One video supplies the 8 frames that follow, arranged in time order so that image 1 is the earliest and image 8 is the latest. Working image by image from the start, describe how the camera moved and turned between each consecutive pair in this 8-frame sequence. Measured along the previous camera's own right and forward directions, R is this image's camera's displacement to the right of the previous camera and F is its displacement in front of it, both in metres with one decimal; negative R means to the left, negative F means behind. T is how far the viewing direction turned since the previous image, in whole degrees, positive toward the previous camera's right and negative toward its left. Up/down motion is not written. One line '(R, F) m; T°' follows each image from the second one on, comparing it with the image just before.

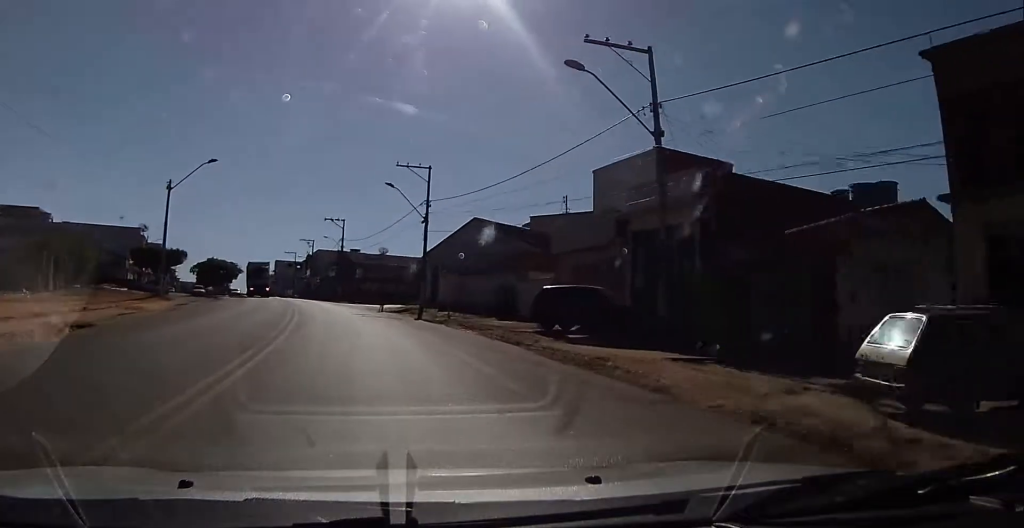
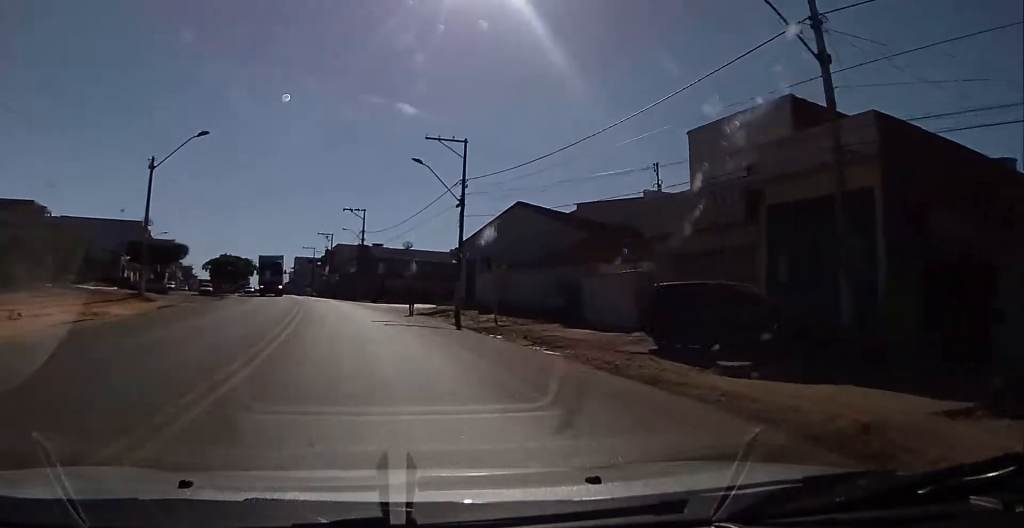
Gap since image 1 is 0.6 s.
(-0.1, +7.0) m; -5°
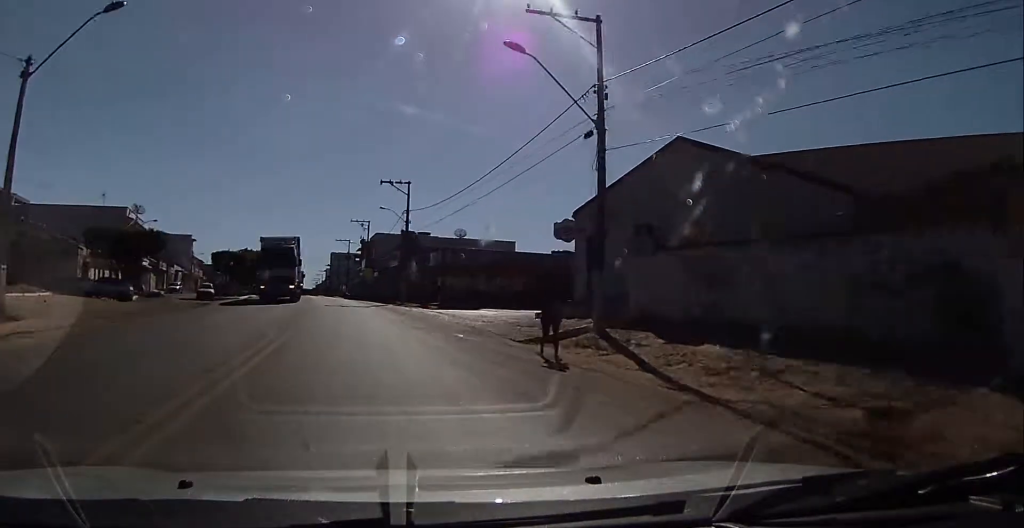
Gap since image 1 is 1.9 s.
(-2.0, +16.5) m; -9°
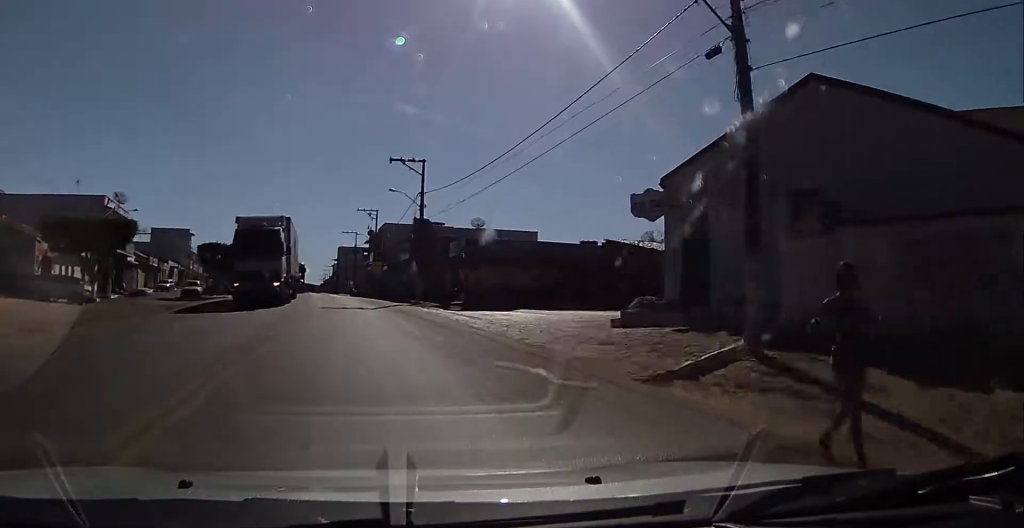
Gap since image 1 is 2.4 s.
(0.0, +7.3) m; -2°
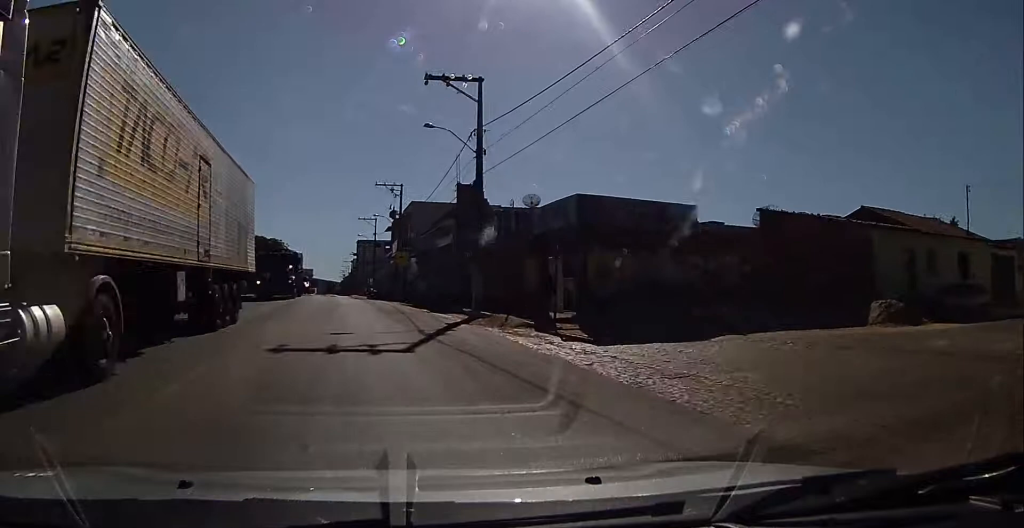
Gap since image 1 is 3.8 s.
(-0.5, +17.7) m; -2°
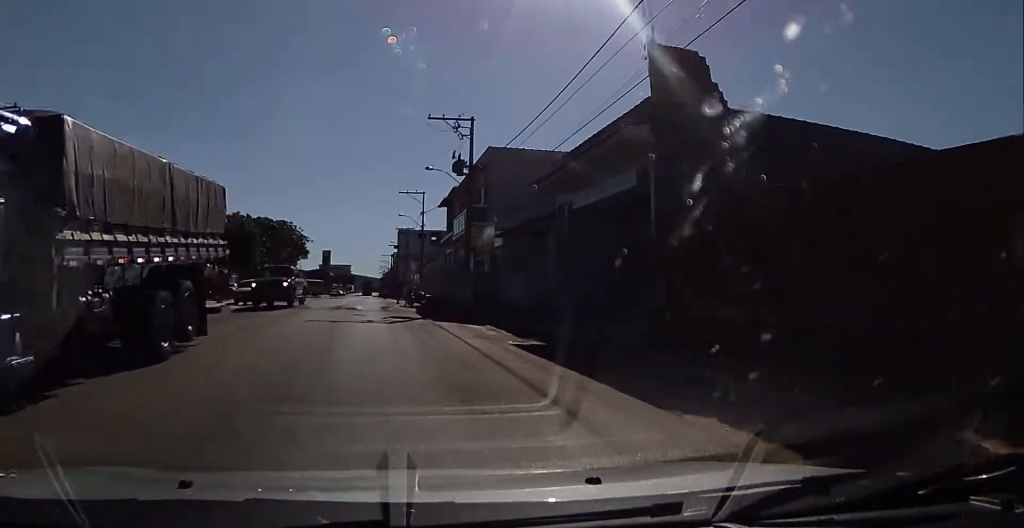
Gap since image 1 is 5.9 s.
(-0.8, +24.6) m; -3°
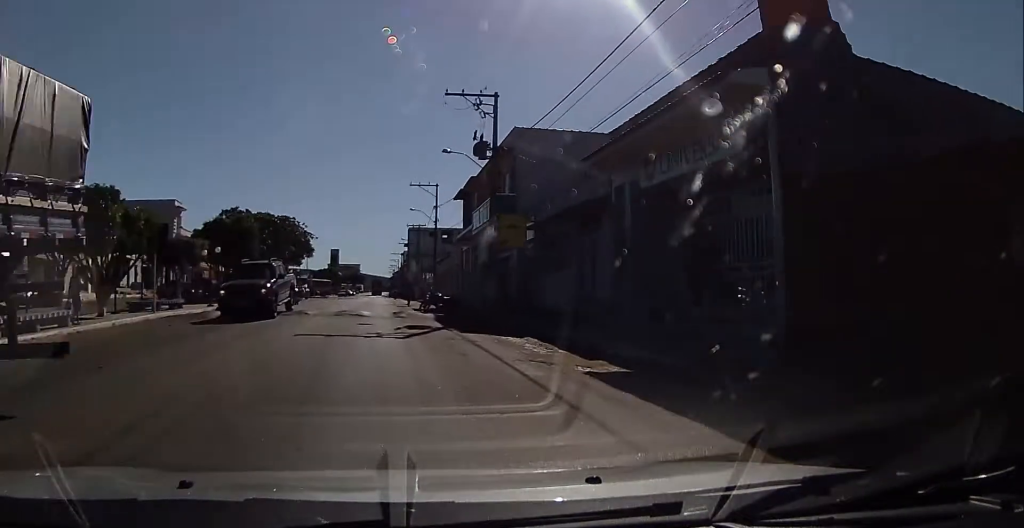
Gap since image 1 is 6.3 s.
(0.0, +5.1) m; 0°
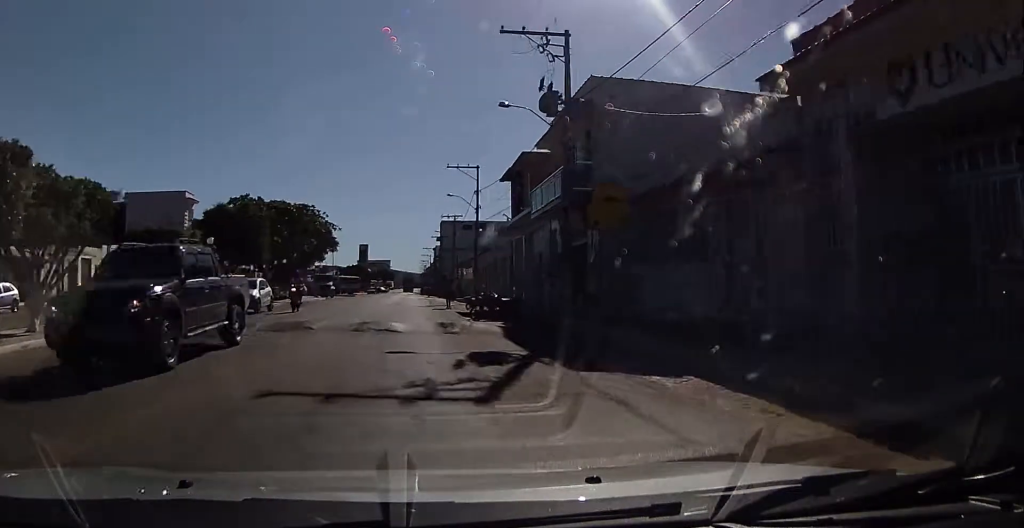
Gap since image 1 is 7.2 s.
(-0.1, +9.0) m; -1°
